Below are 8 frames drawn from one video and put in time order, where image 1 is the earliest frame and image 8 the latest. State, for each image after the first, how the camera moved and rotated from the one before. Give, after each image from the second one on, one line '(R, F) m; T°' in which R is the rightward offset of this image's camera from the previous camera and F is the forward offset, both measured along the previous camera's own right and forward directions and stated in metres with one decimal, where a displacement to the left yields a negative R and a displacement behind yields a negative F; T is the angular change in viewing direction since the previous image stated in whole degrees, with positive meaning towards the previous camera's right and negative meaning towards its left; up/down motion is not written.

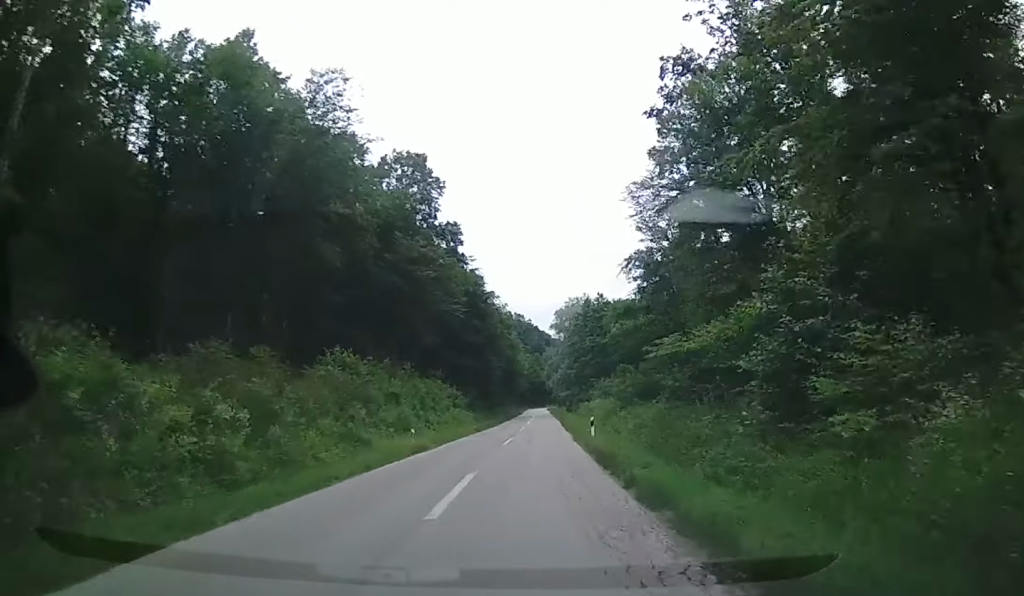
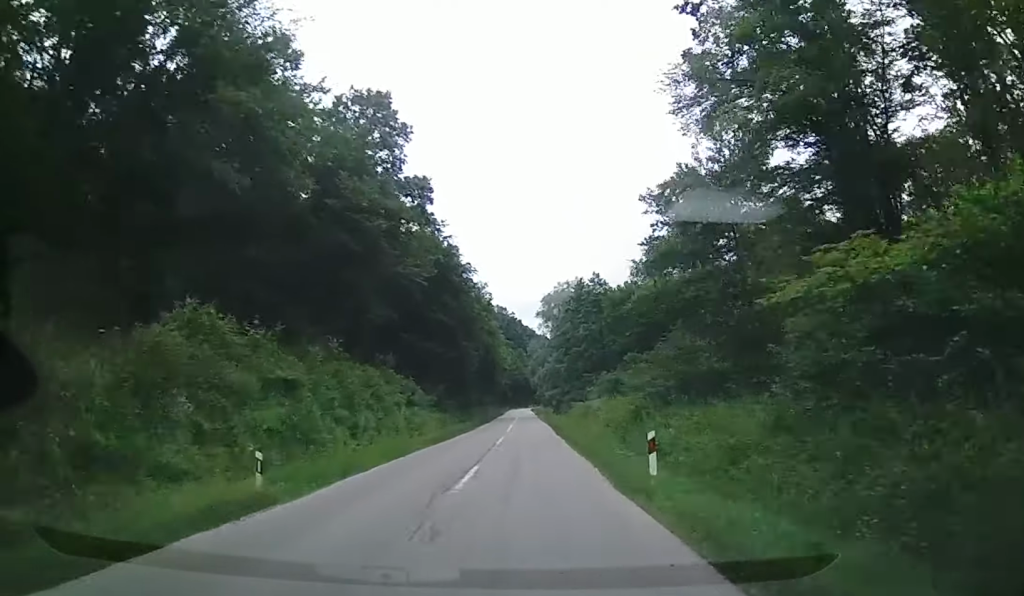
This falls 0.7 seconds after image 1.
(0.0, +14.1) m; -1°
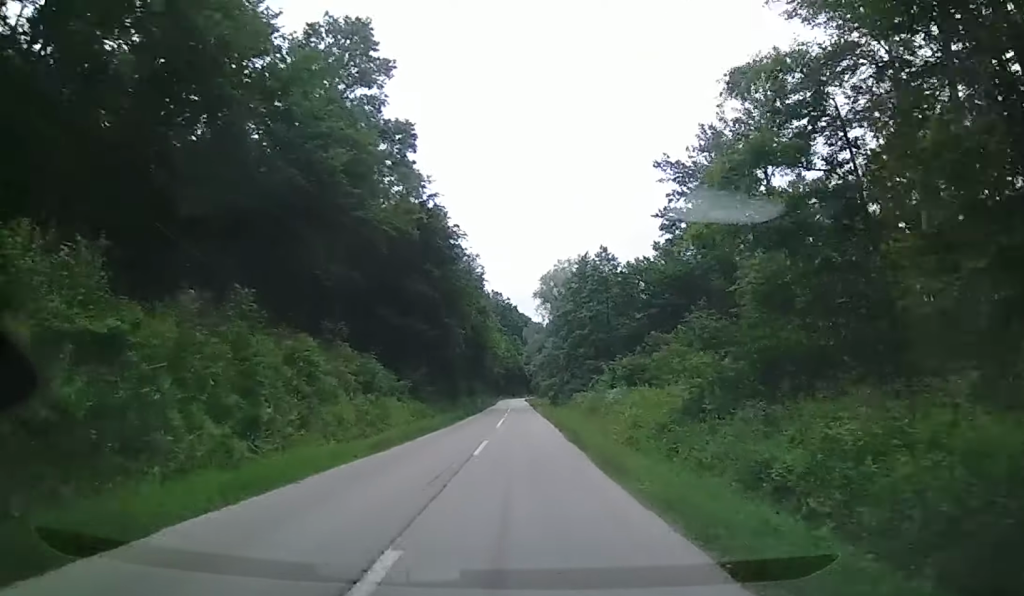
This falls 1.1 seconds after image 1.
(+0.1, +9.8) m; -1°
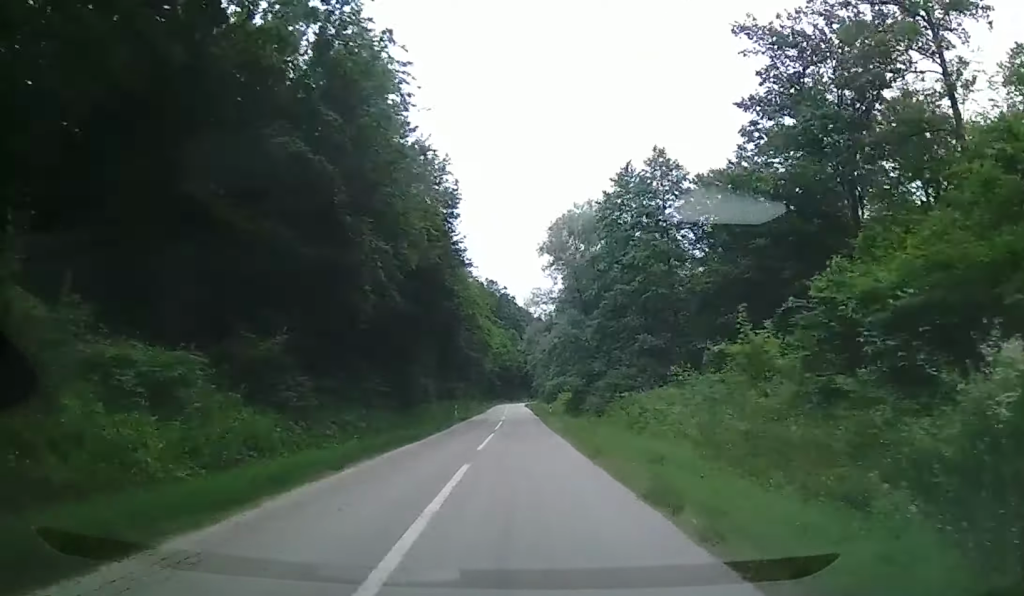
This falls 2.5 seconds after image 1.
(-0.9, +28.8) m; -1°
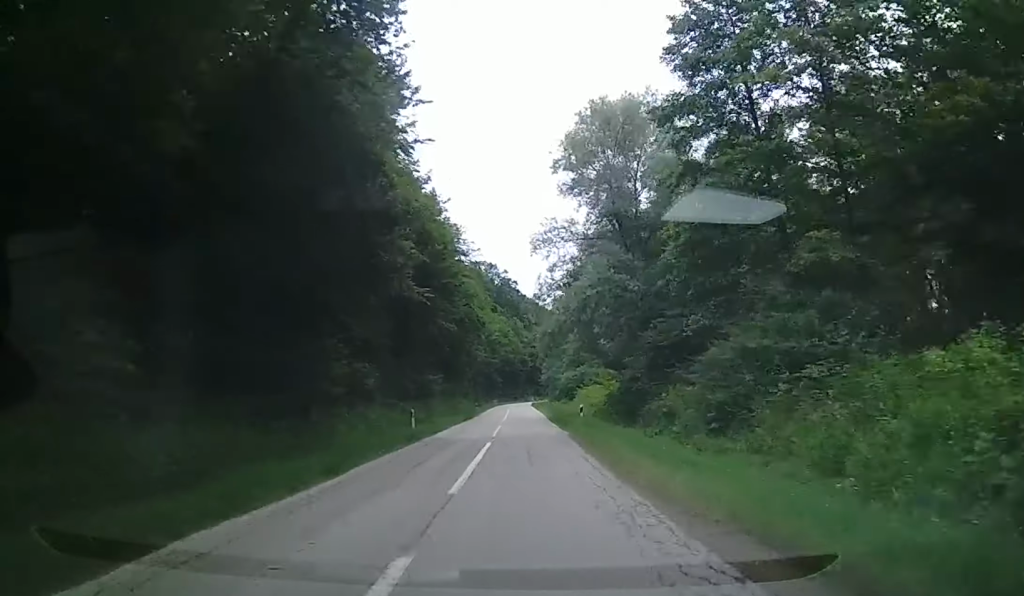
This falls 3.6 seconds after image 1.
(+0.6, +21.7) m; +2°
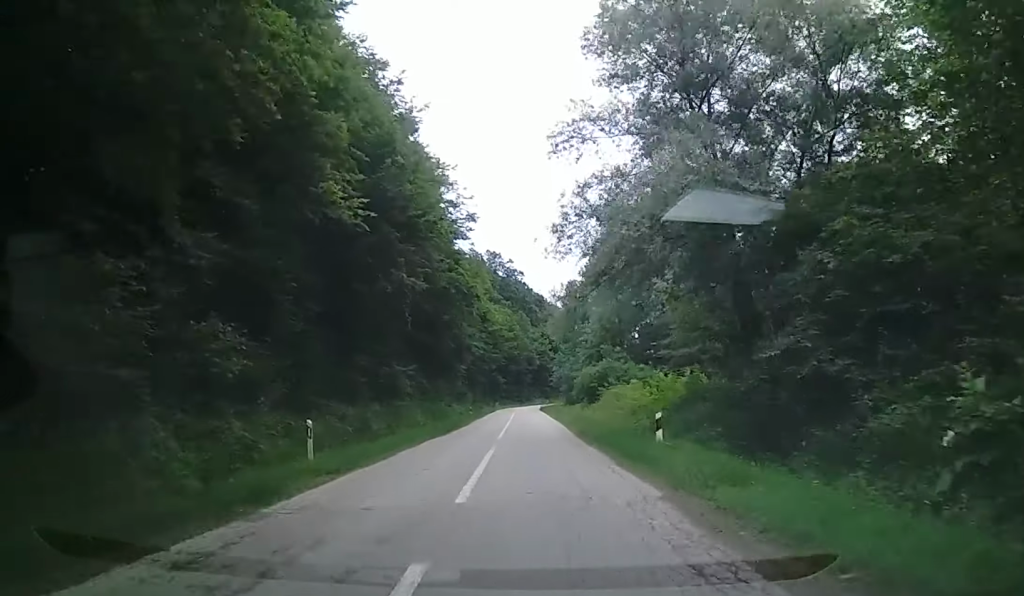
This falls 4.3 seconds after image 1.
(+0.2, +14.9) m; 0°
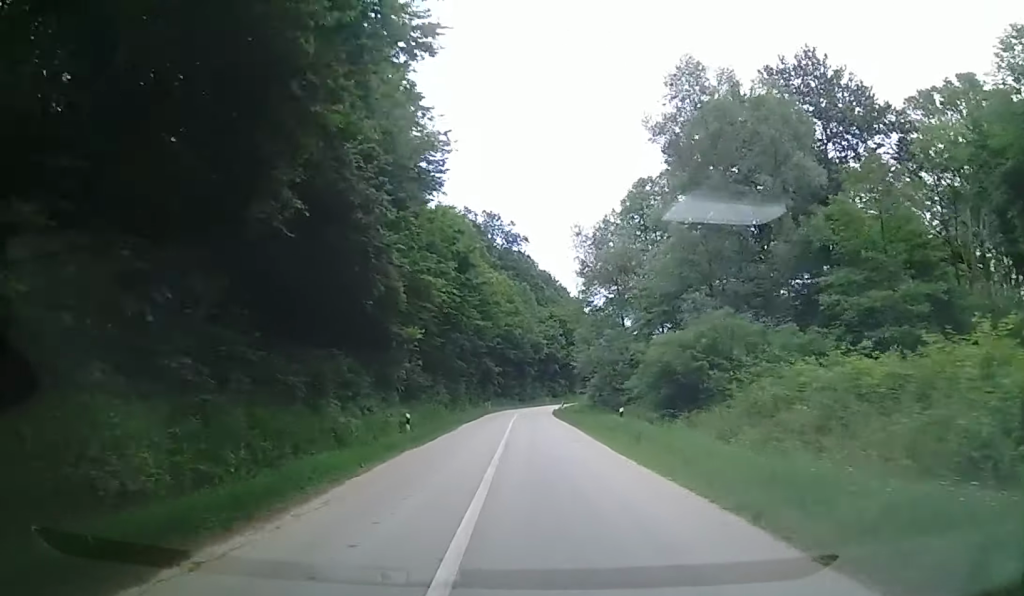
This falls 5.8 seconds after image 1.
(+0.7, +29.3) m; +3°
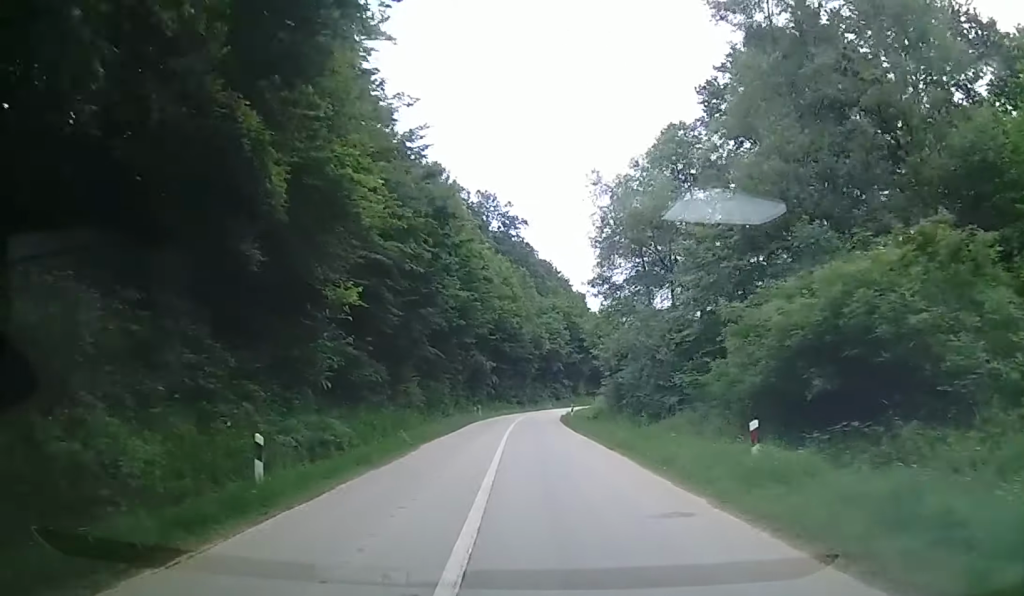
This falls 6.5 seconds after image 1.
(+0.3, +12.7) m; +1°
